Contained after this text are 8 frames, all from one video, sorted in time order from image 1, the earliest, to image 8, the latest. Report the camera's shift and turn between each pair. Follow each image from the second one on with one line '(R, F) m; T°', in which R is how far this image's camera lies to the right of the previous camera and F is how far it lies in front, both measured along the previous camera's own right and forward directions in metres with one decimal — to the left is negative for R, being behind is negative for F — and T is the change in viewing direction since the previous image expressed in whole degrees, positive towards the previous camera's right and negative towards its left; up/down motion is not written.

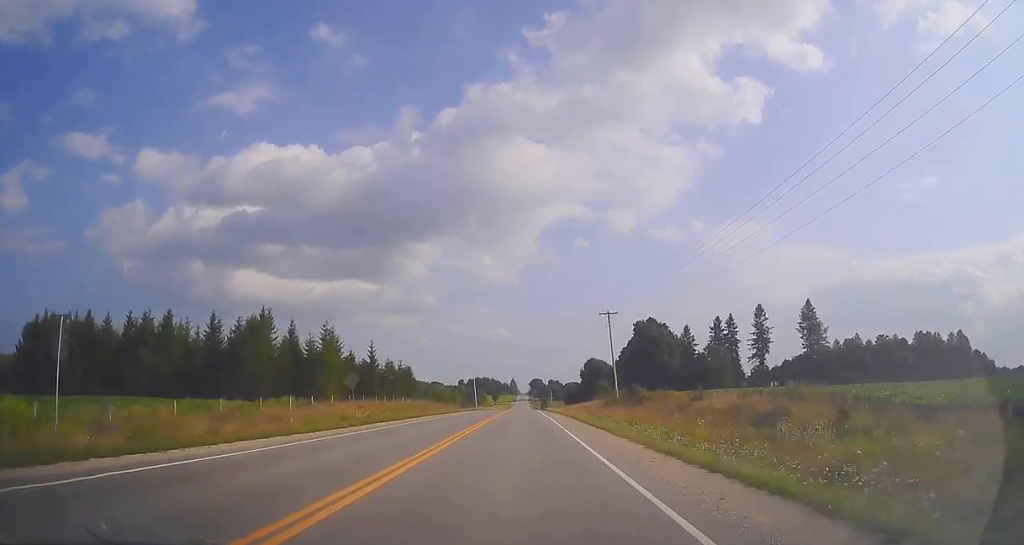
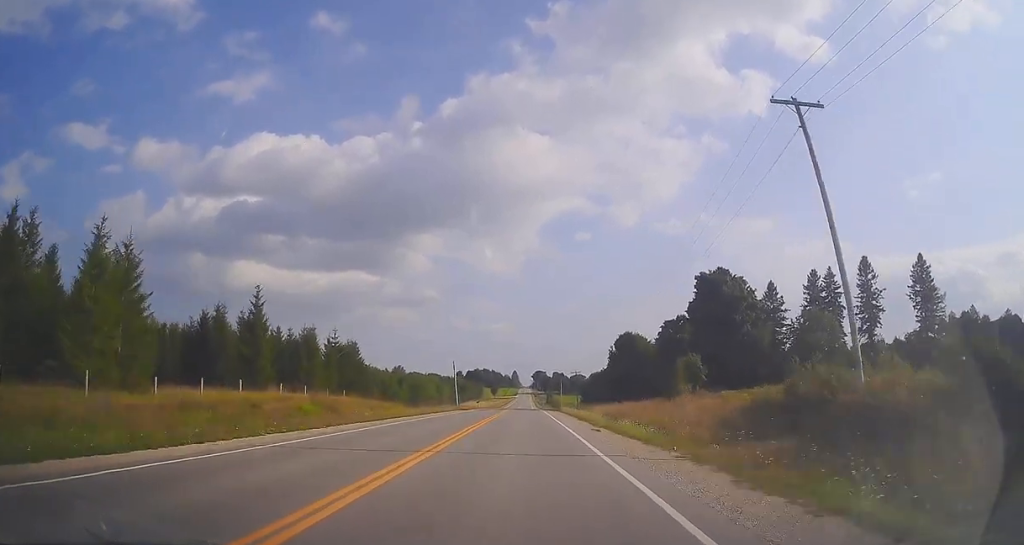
(0.0, +43.3) m; 0°
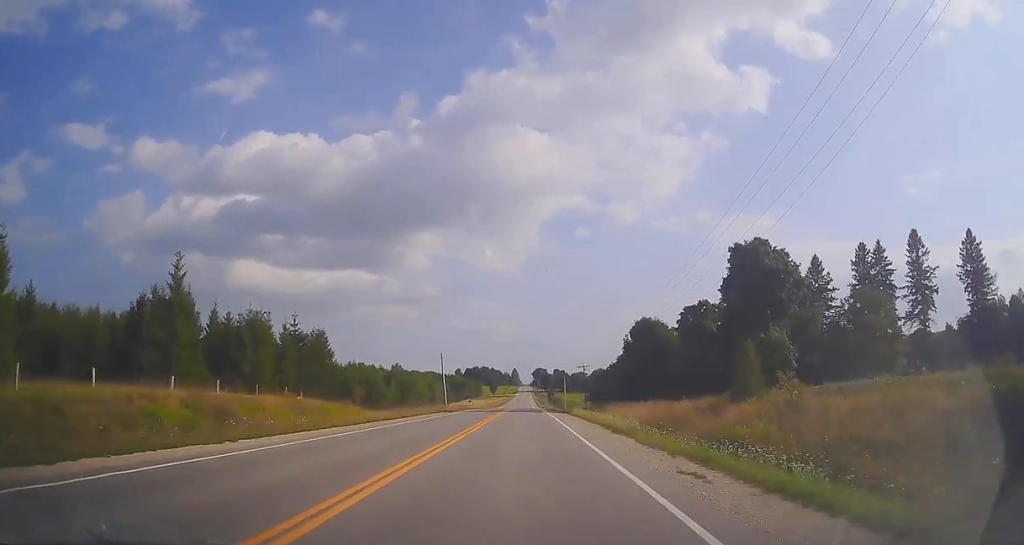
(0.0, +13.4) m; 0°
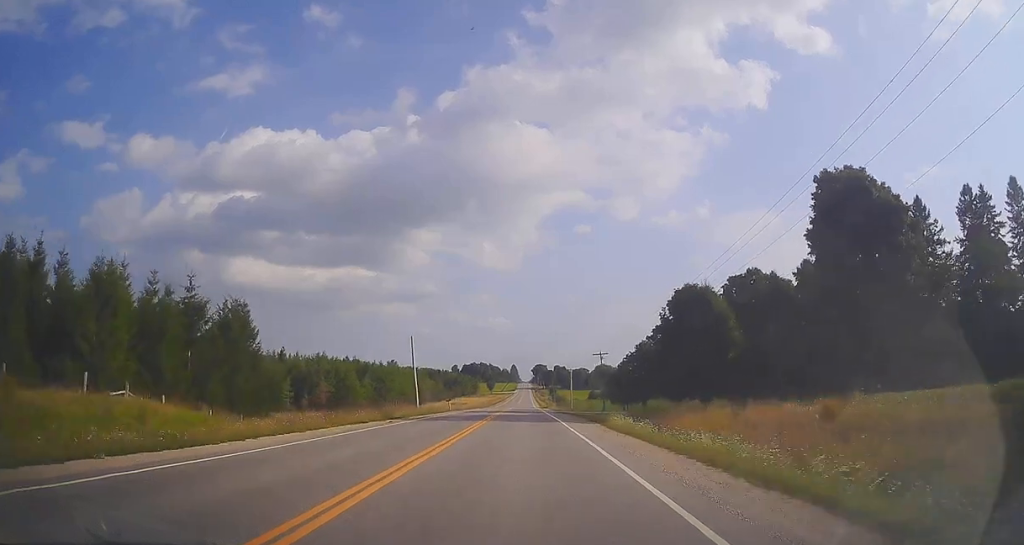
(0.0, +21.1) m; 0°
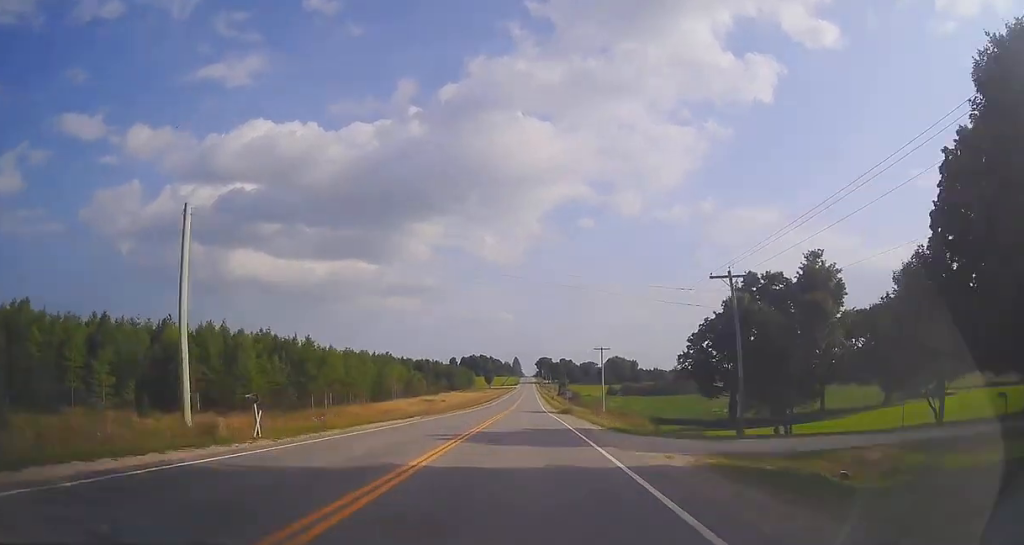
(+0.2, +44.1) m; +1°
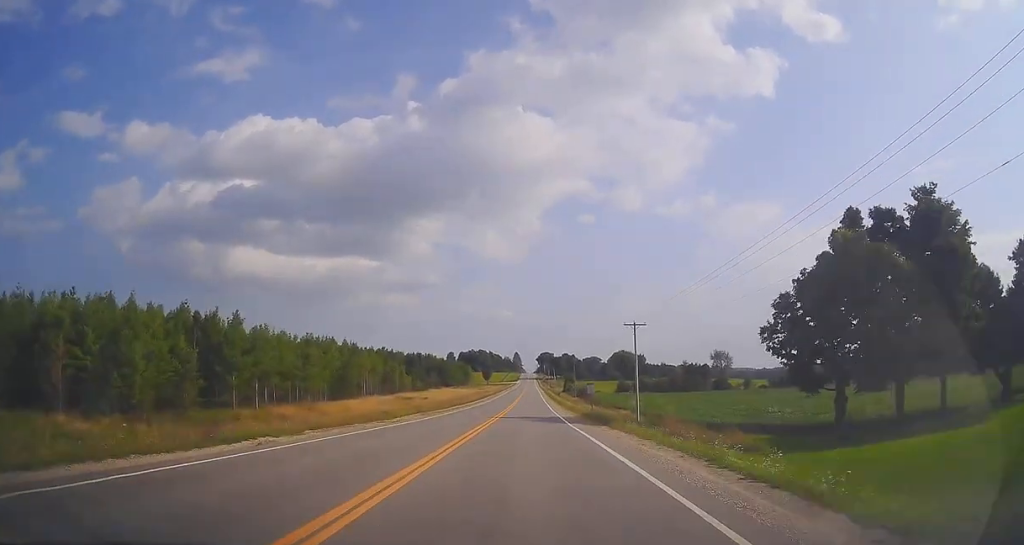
(0.0, +21.4) m; 0°
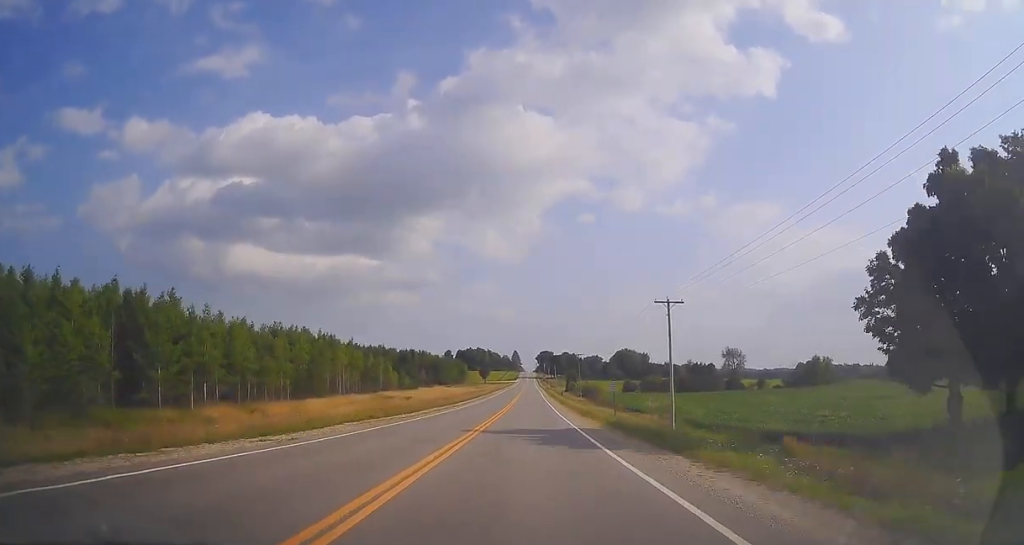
(-0.1, +13.0) m; 0°
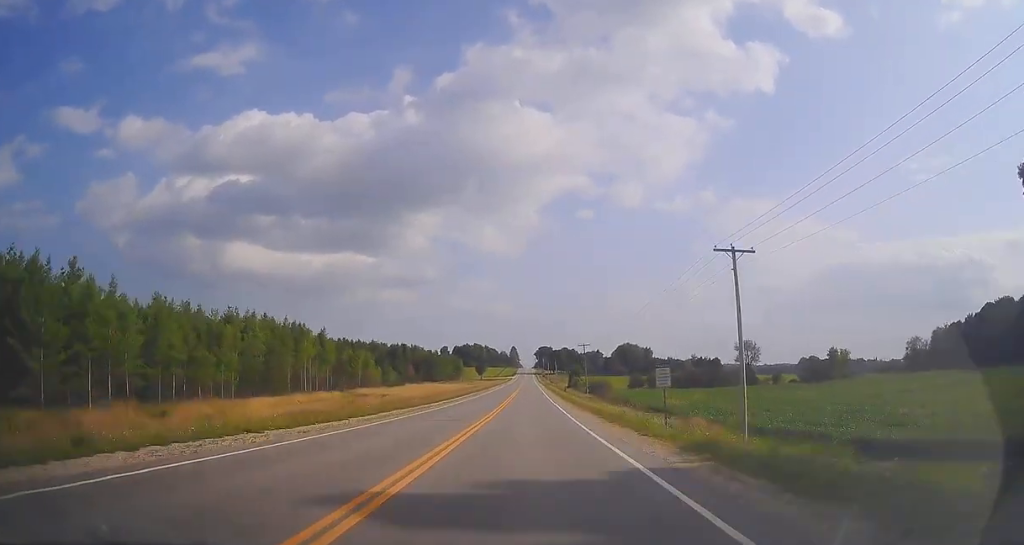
(0.0, +13.0) m; 0°
